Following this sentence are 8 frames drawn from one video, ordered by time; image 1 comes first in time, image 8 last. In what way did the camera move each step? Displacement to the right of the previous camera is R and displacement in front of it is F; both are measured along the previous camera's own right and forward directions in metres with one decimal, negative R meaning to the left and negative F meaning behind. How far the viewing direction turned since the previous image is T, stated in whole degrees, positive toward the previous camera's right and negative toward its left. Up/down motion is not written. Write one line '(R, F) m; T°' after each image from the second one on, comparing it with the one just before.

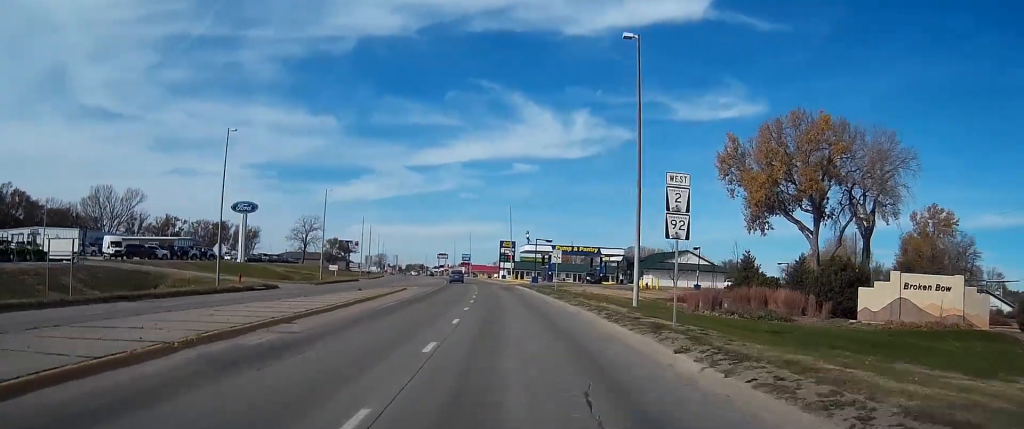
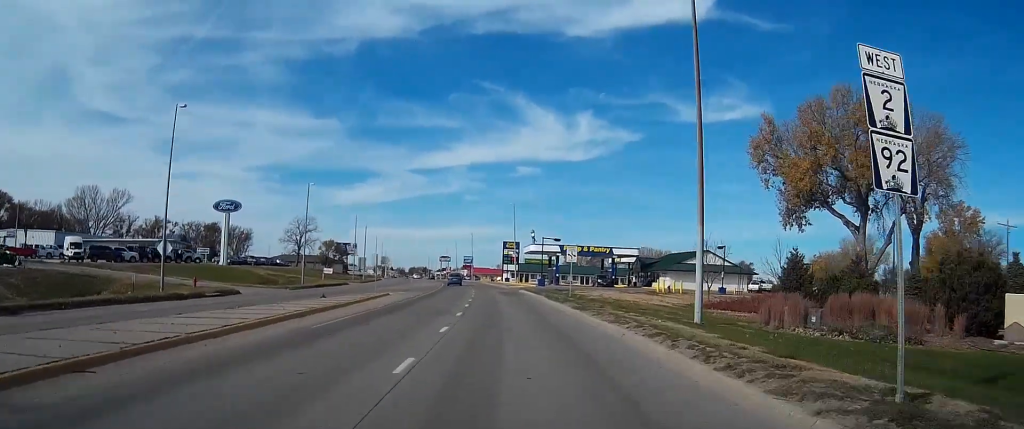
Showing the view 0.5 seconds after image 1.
(-0.1, +10.1) m; -1°
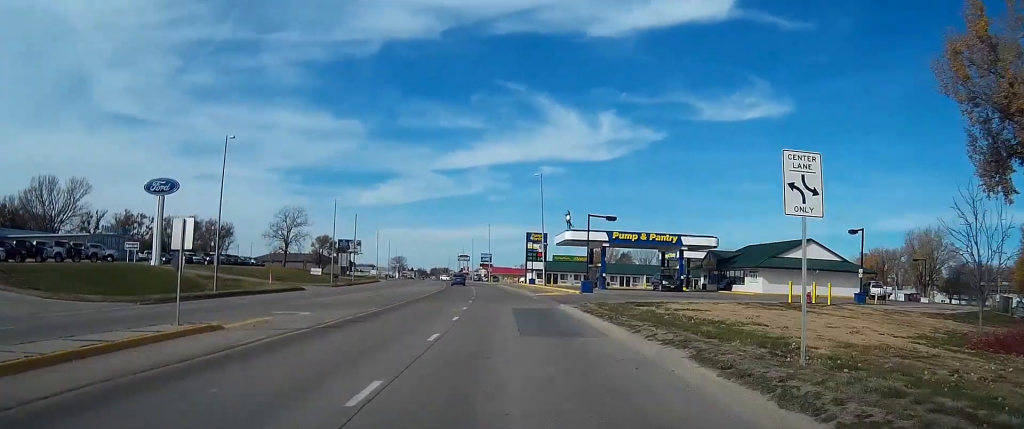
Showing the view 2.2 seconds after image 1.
(-0.6, +31.6) m; -2°
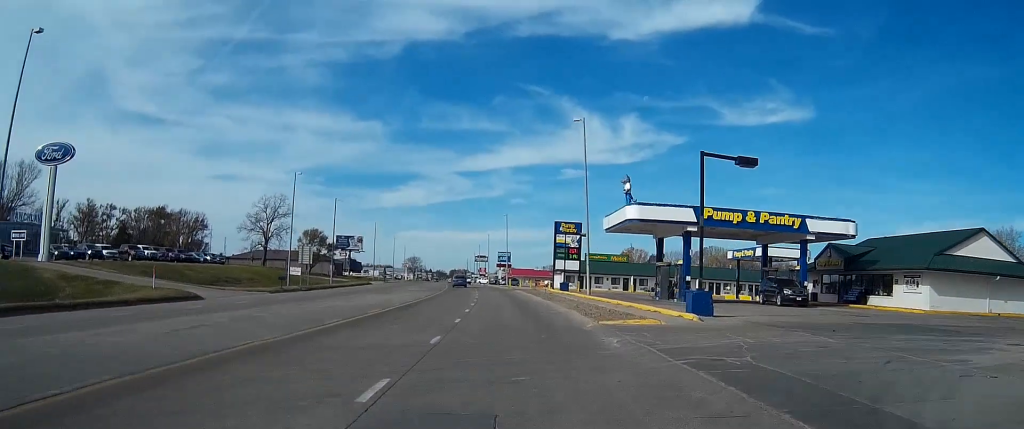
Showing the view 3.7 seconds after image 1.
(-0.4, +29.0) m; -1°
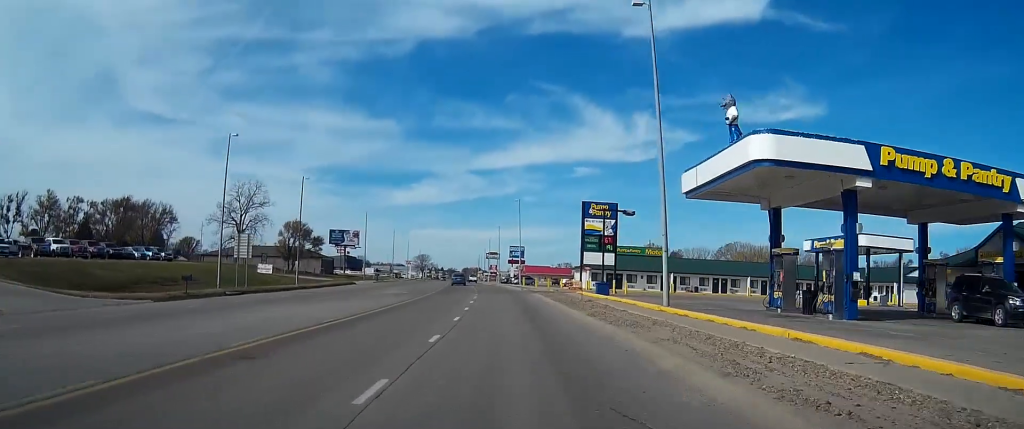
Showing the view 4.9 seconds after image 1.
(-0.2, +21.8) m; -1°
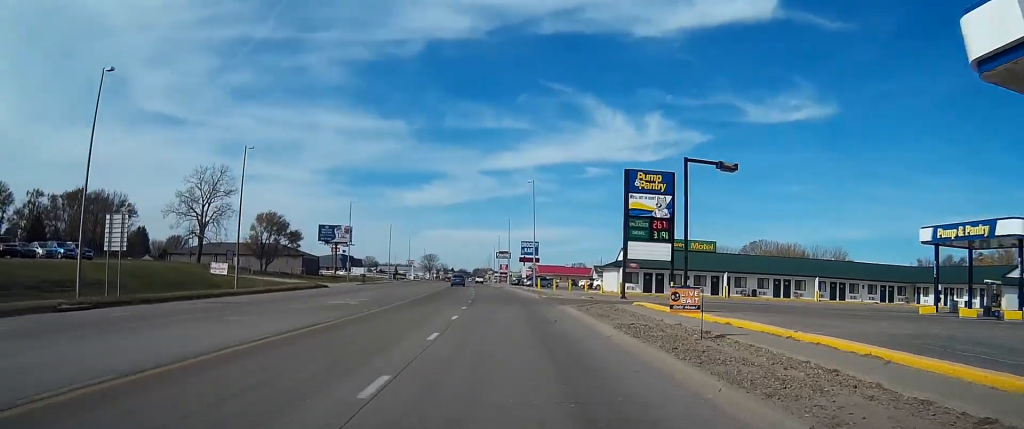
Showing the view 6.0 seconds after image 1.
(-0.2, +21.1) m; -1°
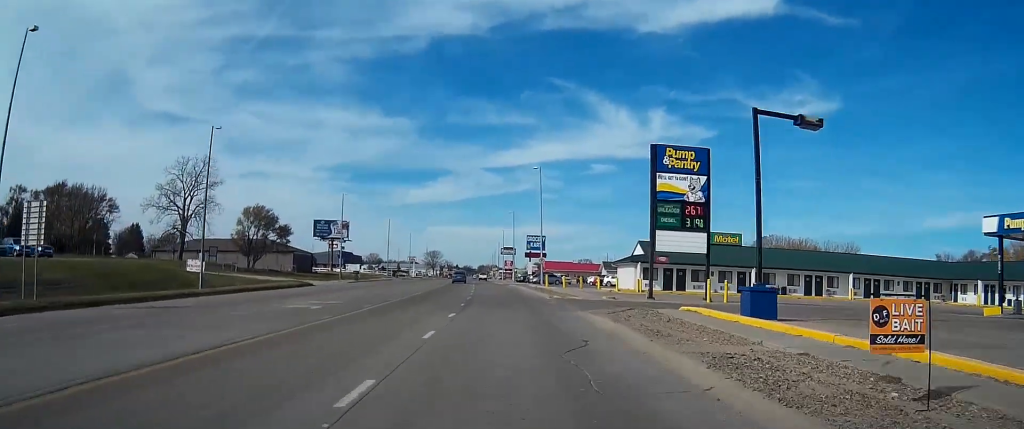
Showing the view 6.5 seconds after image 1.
(0.0, +8.0) m; 0°
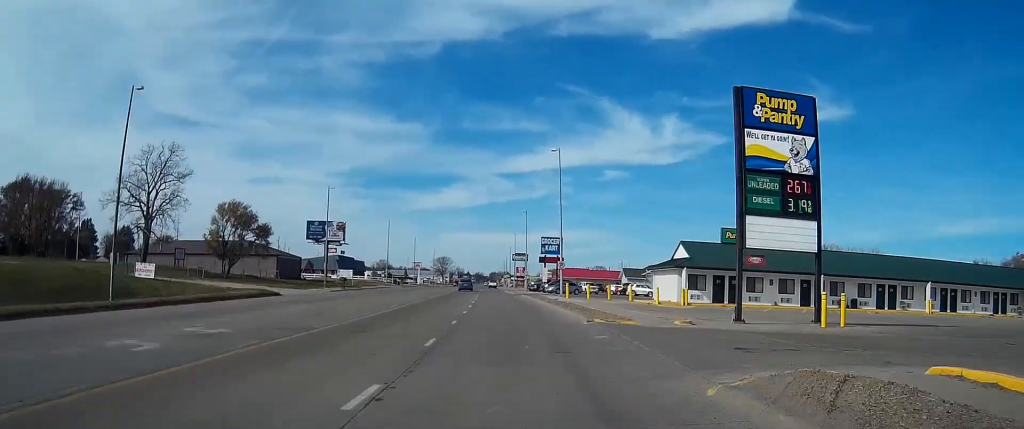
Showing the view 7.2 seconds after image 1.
(-0.1, +14.2) m; -1°
